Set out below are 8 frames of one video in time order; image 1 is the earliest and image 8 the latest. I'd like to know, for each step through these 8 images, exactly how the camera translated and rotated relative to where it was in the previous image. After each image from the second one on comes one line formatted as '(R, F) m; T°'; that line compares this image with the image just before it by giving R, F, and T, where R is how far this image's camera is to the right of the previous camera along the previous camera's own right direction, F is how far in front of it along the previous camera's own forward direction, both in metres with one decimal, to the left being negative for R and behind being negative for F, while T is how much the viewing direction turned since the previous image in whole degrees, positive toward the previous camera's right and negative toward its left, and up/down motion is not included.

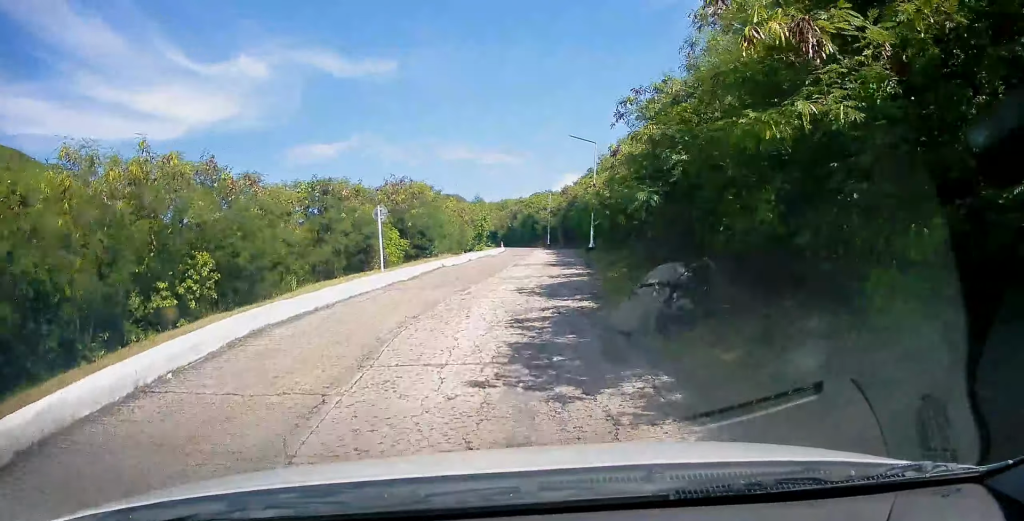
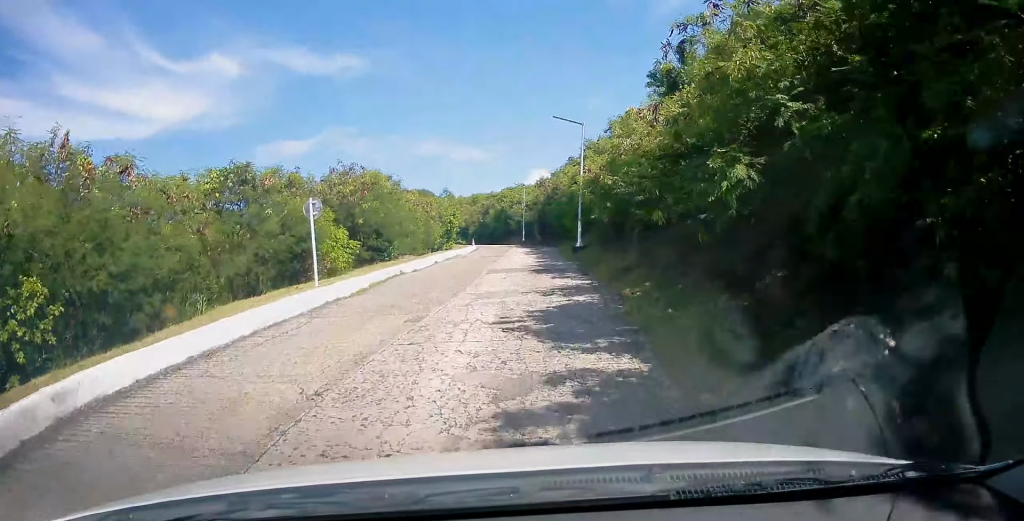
(+0.5, +4.1) m; 0°
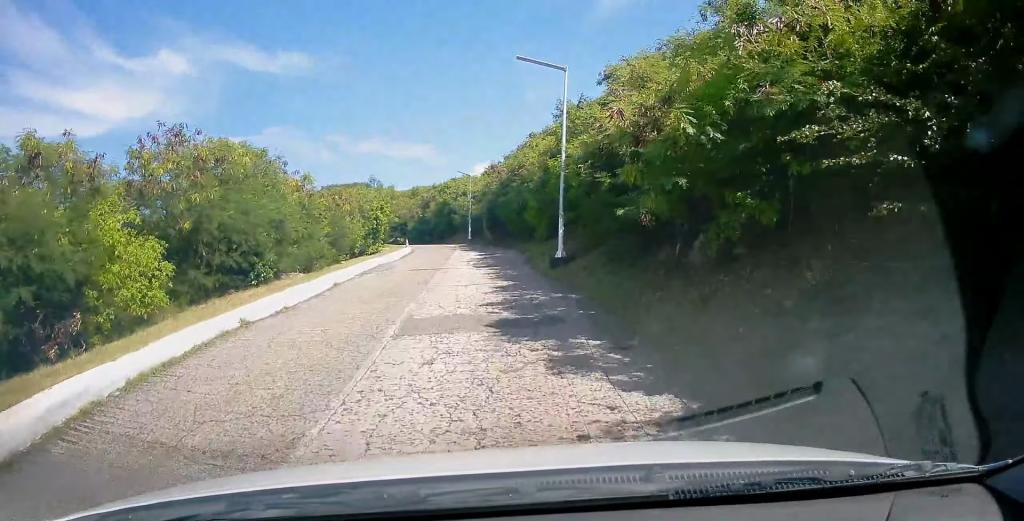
(-0.2, +8.5) m; +5°
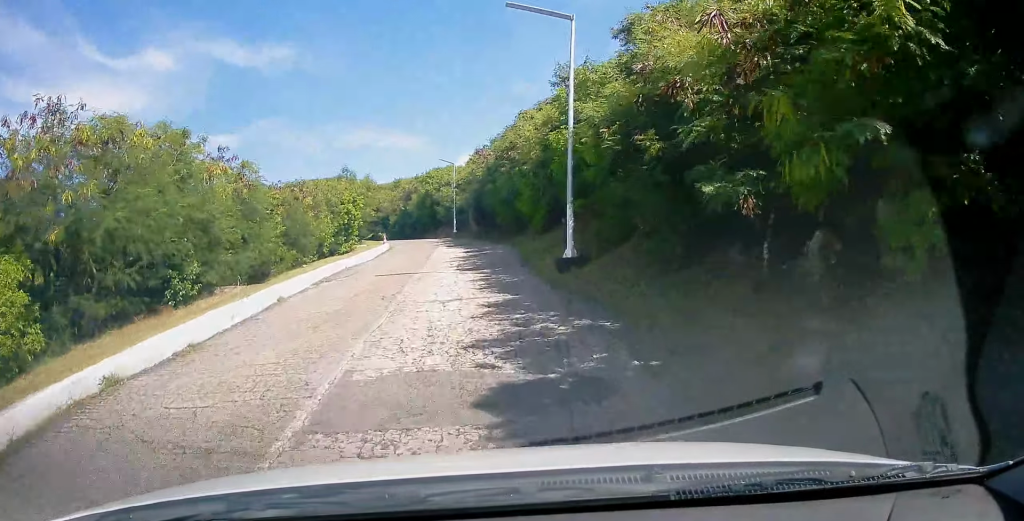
(+0.2, +3.4) m; +3°
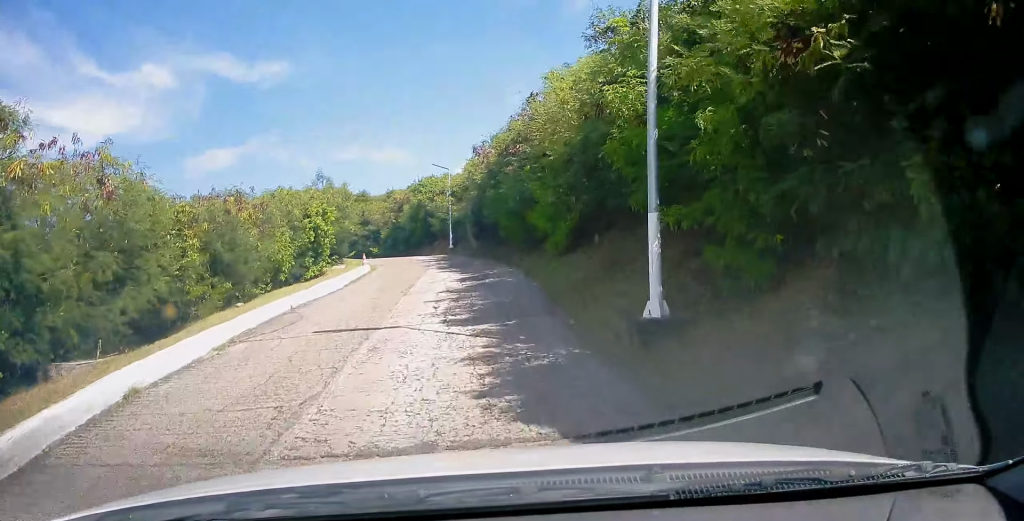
(-0.1, +5.4) m; -1°
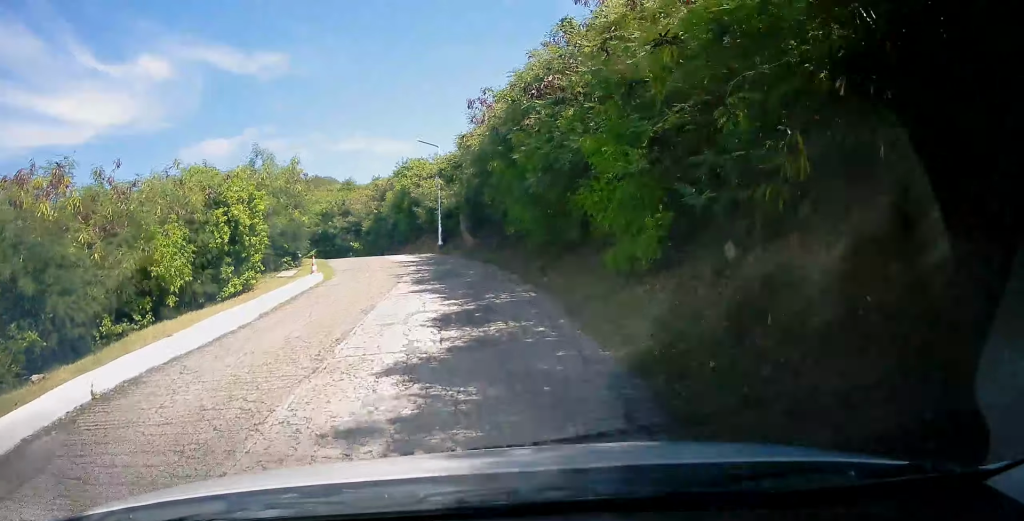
(+0.3, +7.2) m; +1°
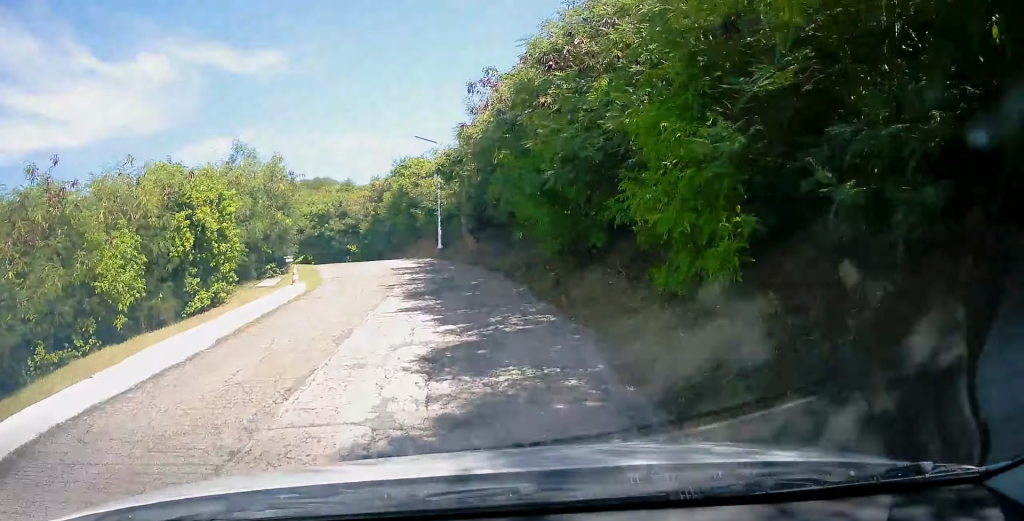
(-0.1, +2.1) m; -1°
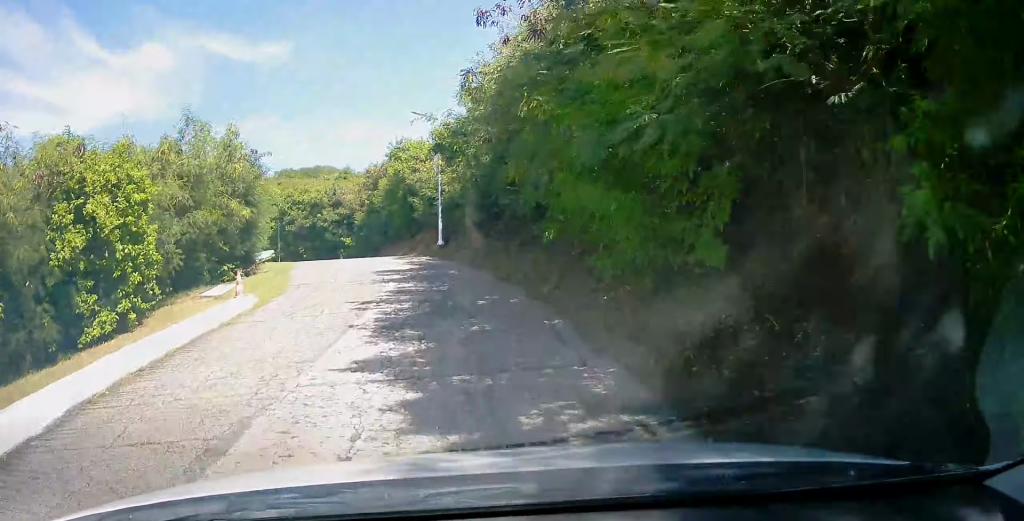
(-0.2, +4.3) m; -1°
